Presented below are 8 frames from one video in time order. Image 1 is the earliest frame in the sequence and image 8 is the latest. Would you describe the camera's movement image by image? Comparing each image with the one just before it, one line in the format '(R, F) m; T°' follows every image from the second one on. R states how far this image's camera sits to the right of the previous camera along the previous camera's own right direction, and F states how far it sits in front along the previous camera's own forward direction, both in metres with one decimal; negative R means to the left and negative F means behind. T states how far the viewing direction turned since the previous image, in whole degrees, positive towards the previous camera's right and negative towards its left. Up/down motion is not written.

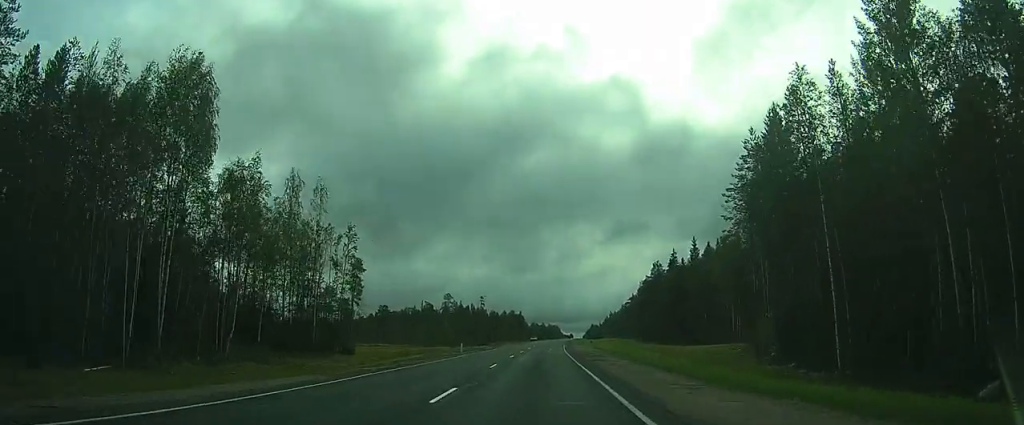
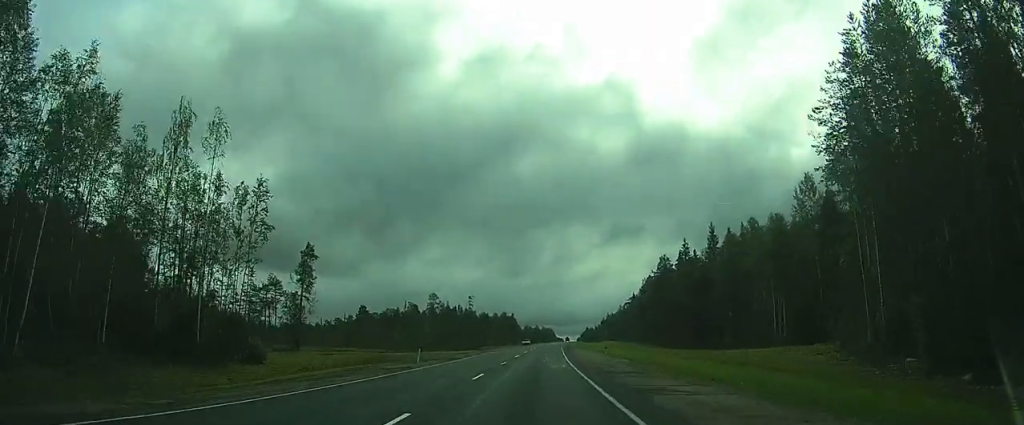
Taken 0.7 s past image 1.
(0.0, +15.8) m; 0°
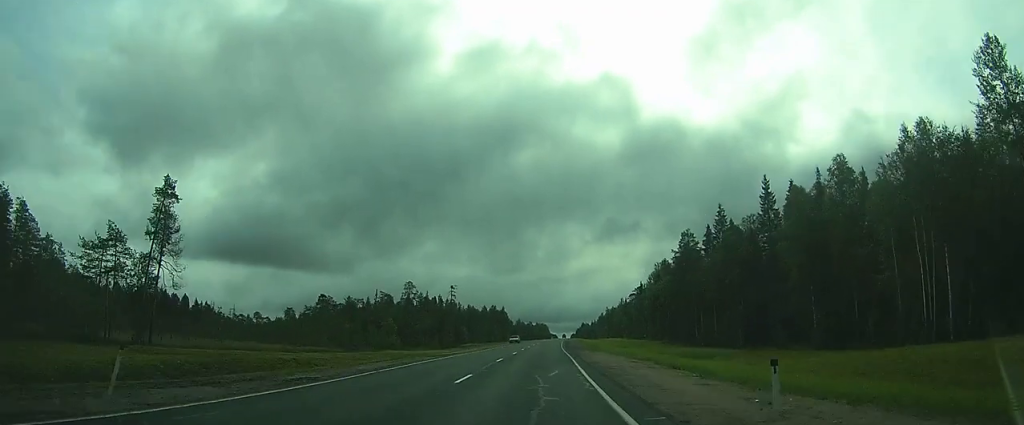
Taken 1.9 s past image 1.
(-0.1, +26.2) m; 0°
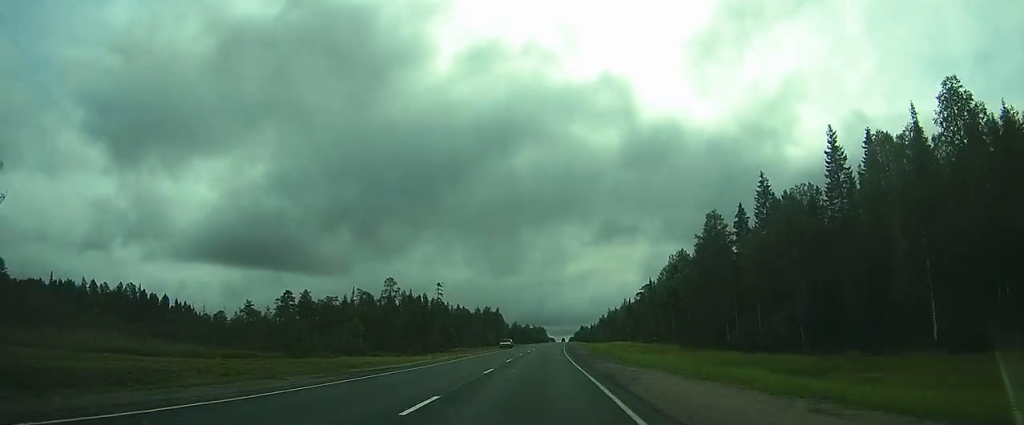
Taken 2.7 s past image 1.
(+0.1, +18.0) m; +1°
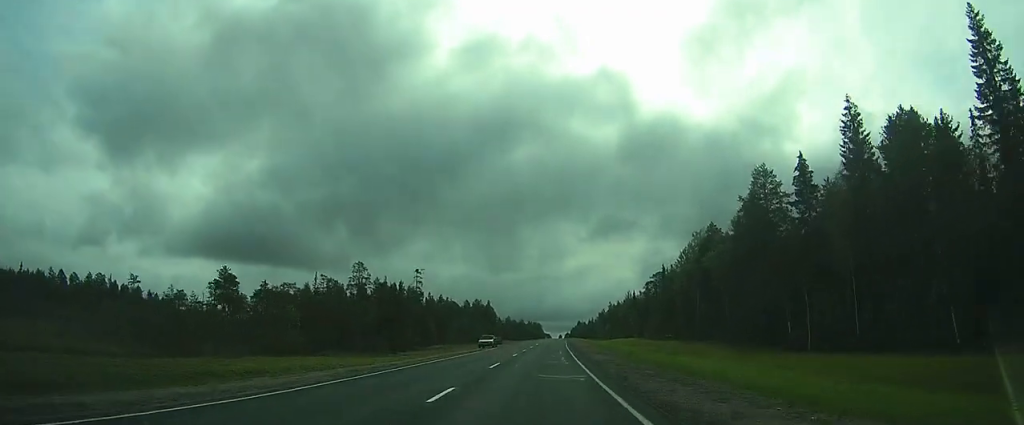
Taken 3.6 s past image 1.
(+0.4, +21.7) m; +1°
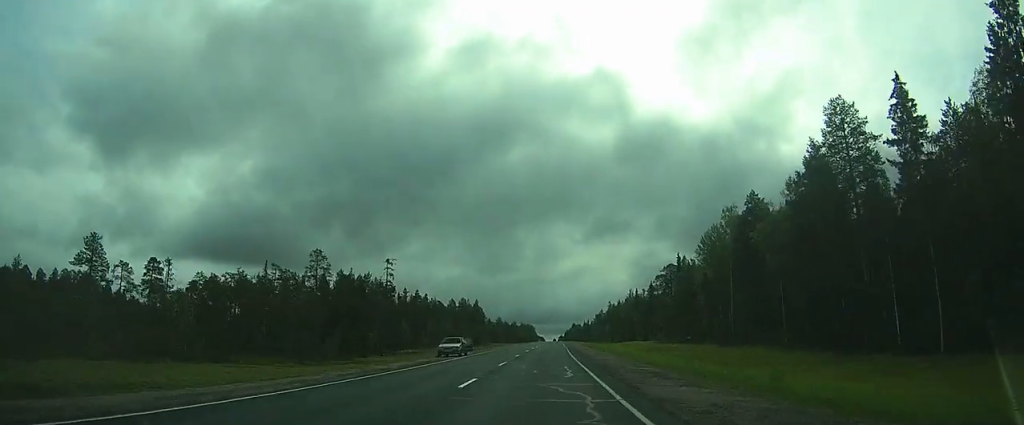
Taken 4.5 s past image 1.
(-0.1, +20.3) m; 0°
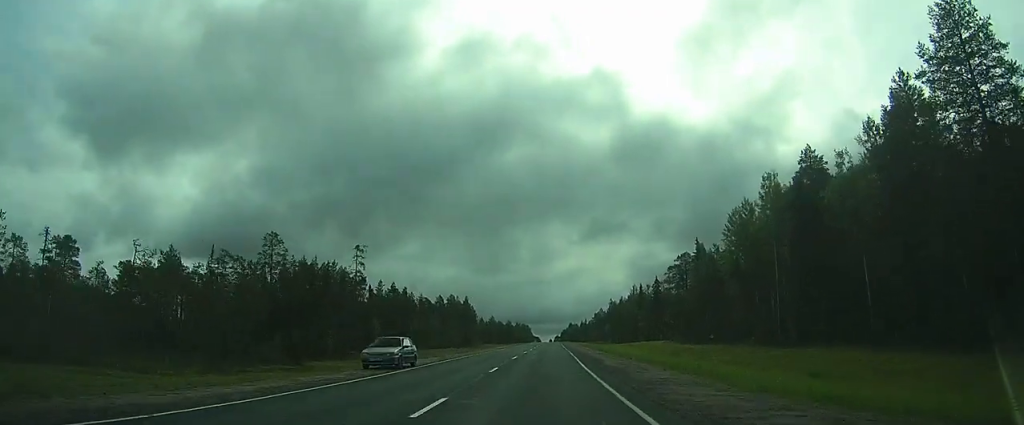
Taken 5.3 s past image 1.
(+0.2, +16.5) m; +1°
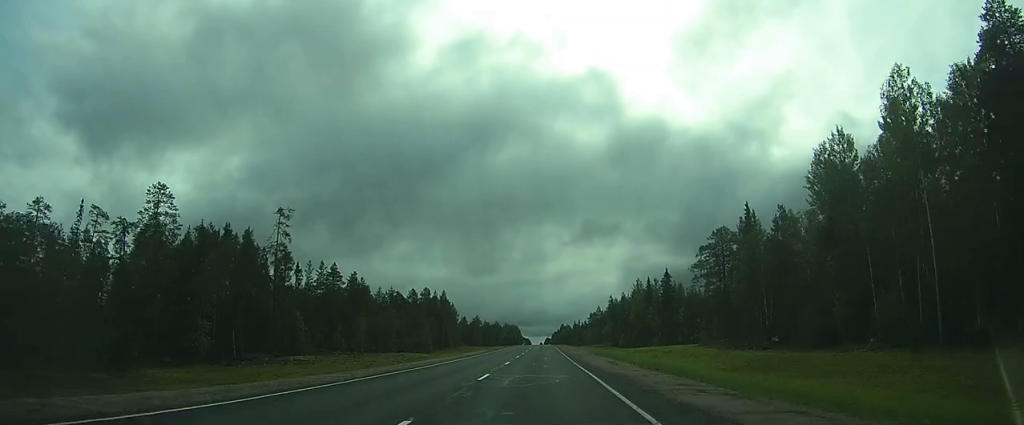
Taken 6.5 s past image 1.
(+0.2, +26.8) m; +1°
